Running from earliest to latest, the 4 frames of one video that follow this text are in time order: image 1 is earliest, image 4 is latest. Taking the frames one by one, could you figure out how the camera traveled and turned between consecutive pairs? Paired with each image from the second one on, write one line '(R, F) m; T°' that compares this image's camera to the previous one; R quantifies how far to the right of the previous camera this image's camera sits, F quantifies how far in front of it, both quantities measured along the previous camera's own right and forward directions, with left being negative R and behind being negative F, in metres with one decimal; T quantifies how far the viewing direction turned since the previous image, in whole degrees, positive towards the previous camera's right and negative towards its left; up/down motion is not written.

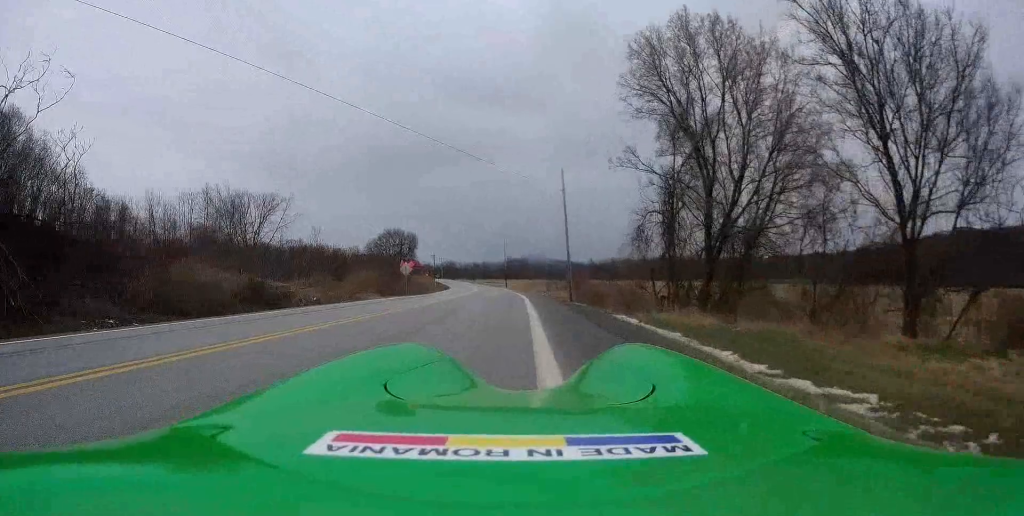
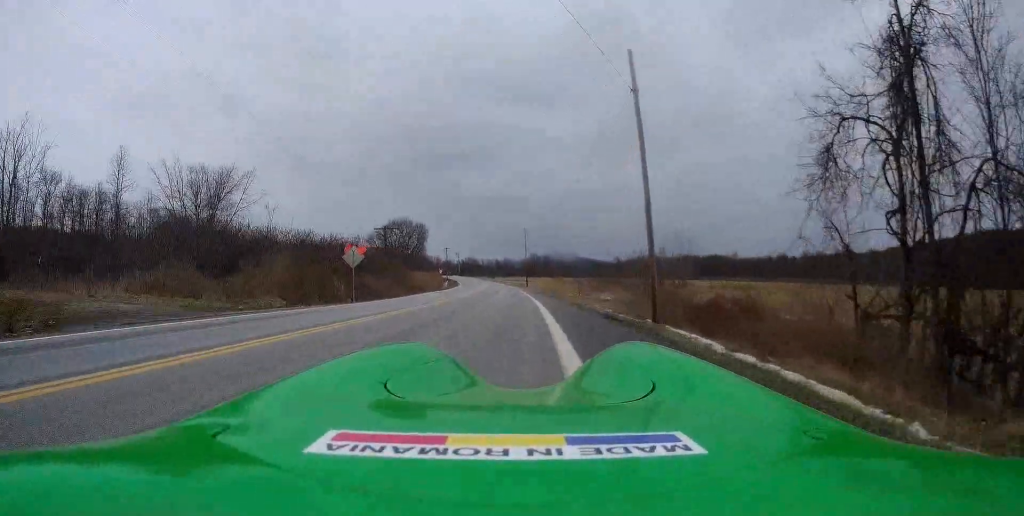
(-0.4, +19.4) m; -1°
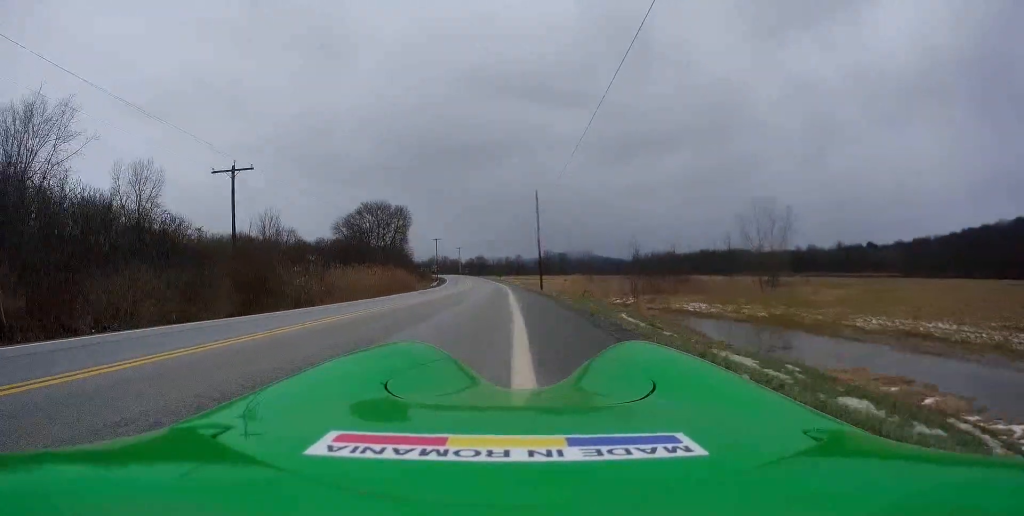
(0.0, +38.2) m; -1°
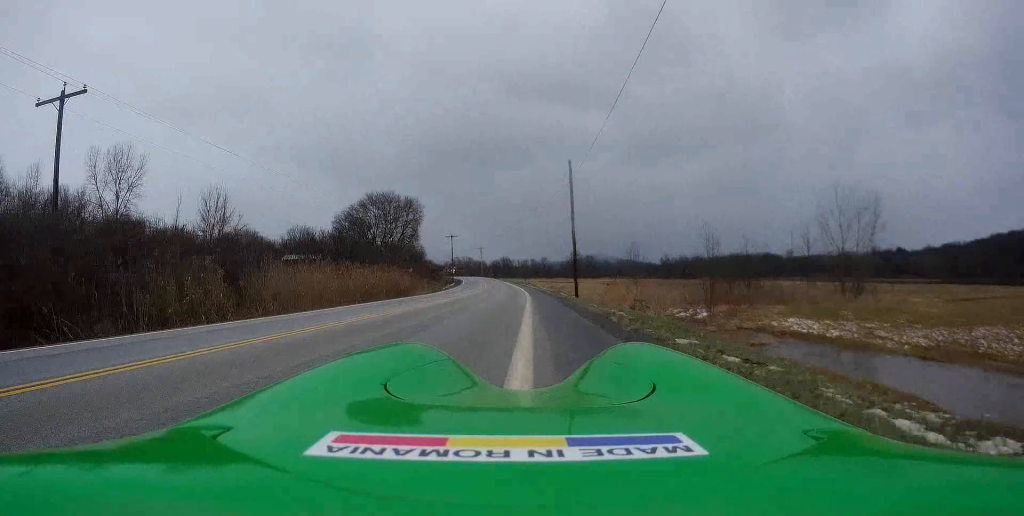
(-0.2, +14.1) m; -2°
